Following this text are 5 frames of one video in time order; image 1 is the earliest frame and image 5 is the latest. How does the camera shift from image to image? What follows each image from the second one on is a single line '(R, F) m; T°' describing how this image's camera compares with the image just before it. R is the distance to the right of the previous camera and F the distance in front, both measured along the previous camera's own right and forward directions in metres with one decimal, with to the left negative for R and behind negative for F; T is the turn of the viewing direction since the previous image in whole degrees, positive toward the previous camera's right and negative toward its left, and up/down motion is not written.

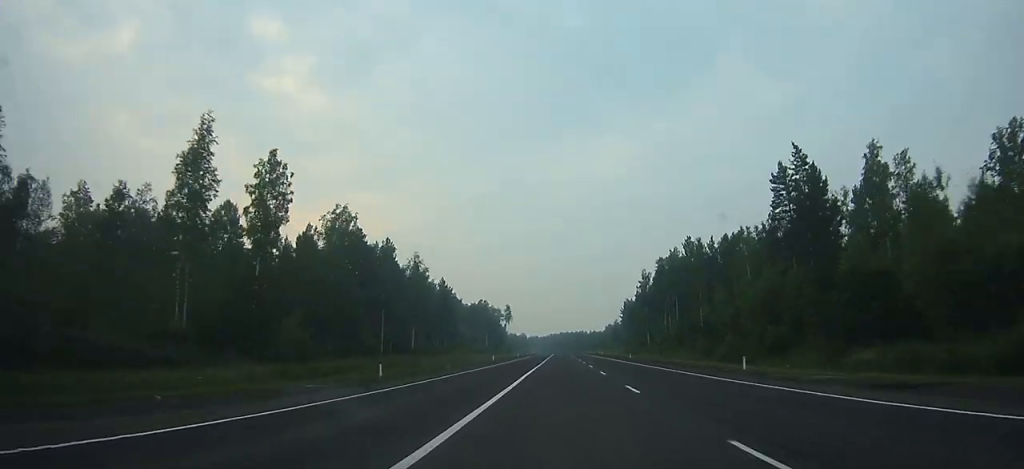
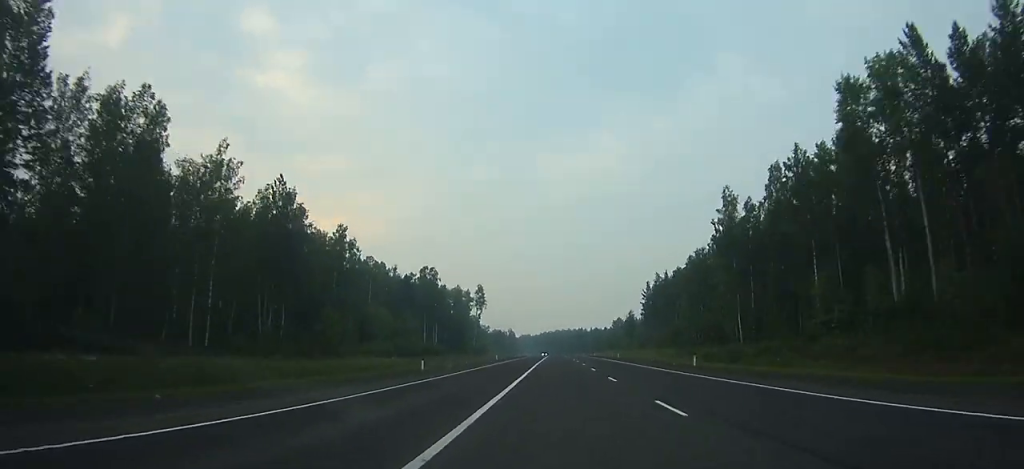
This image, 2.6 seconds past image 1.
(+0.2, +86.1) m; 0°
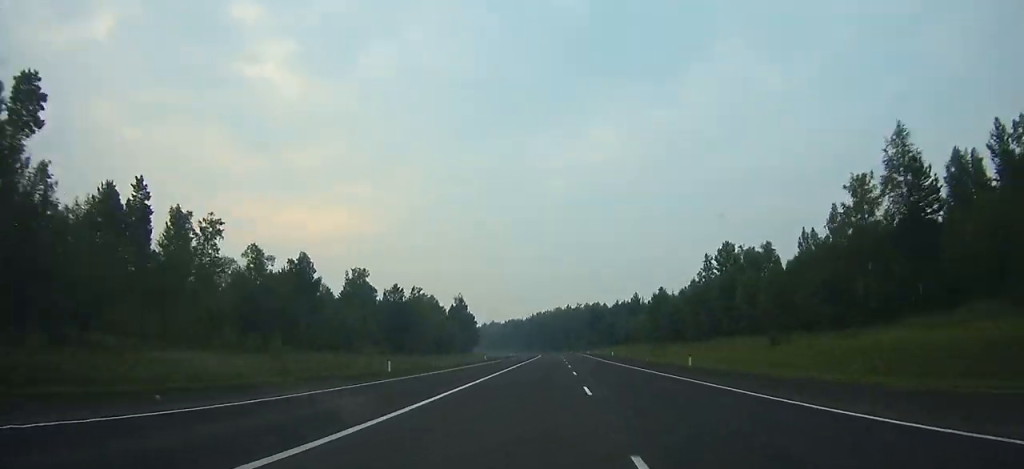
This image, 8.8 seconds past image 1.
(+0.2, +205.7) m; 0°
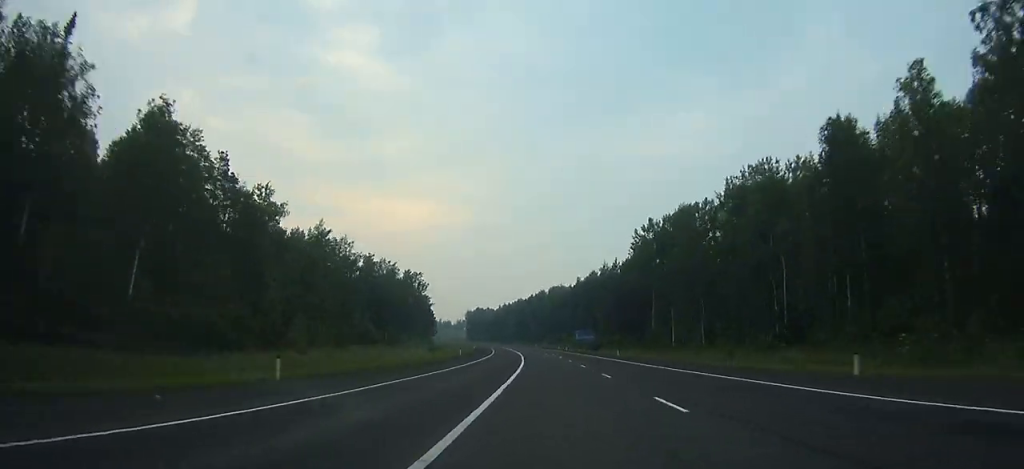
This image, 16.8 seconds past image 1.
(-16.8, +272.1) m; -8°
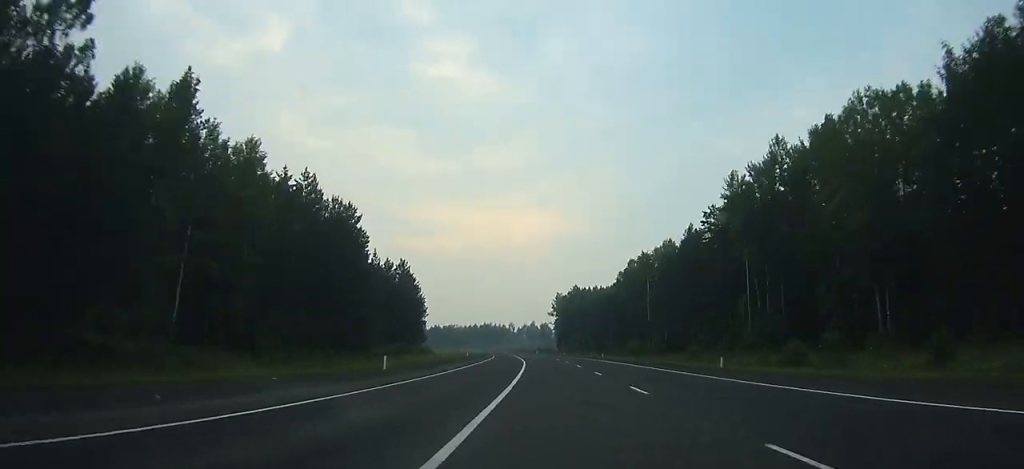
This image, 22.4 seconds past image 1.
(+6.6, +206.4) m; +6°
